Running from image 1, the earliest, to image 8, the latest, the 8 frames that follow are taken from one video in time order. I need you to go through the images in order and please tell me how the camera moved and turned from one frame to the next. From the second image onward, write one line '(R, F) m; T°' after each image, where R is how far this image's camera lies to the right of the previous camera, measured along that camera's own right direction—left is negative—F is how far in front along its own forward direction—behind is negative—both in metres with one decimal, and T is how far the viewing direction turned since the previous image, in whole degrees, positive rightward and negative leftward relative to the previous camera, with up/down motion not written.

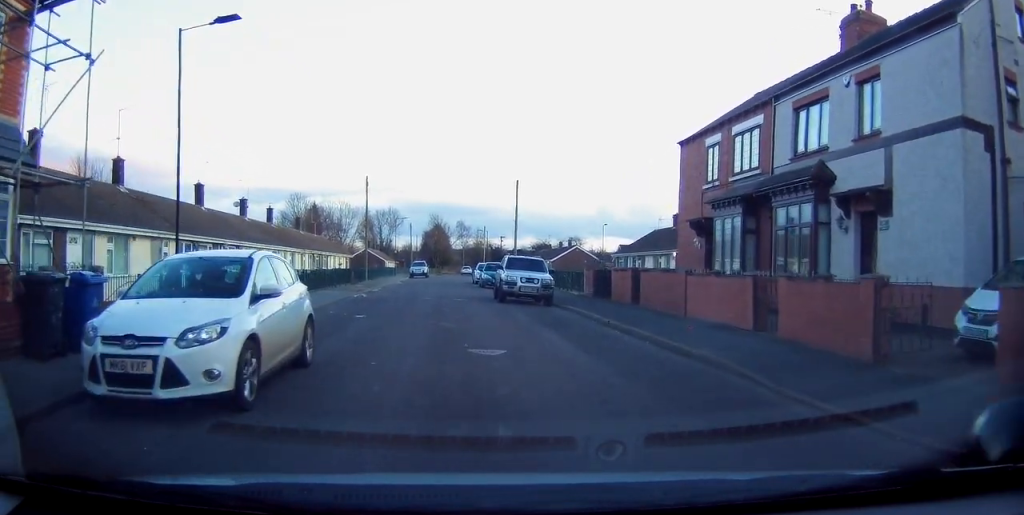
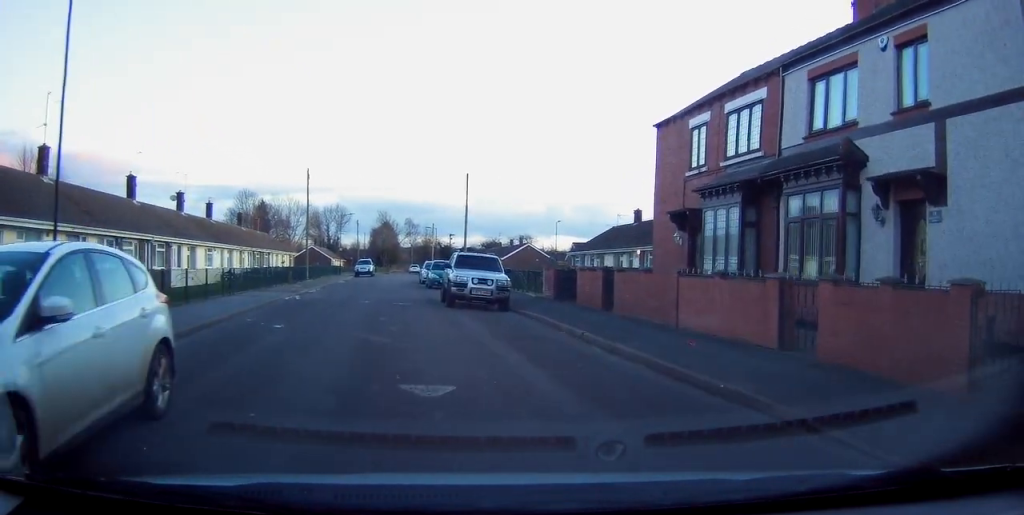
(0.0, +3.1) m; +2°
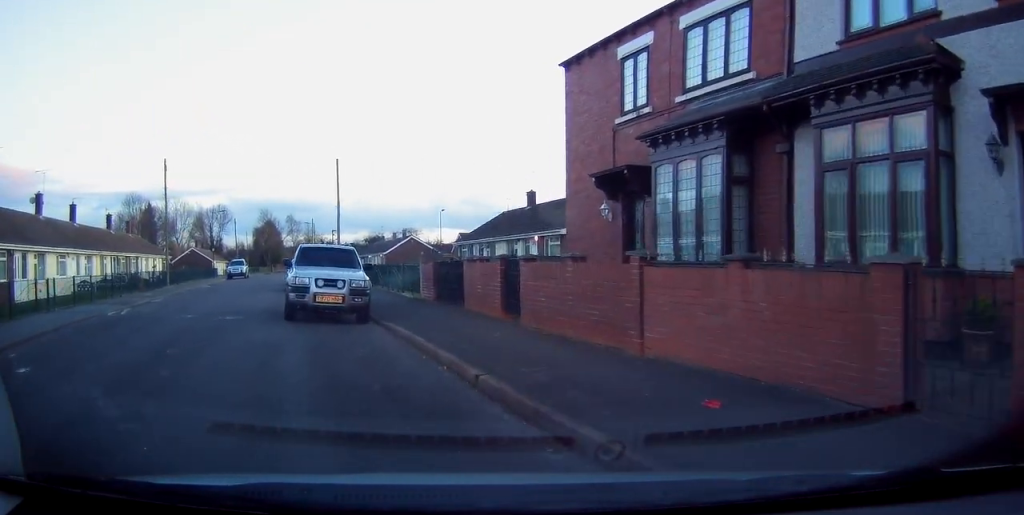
(+0.6, +5.8) m; +8°
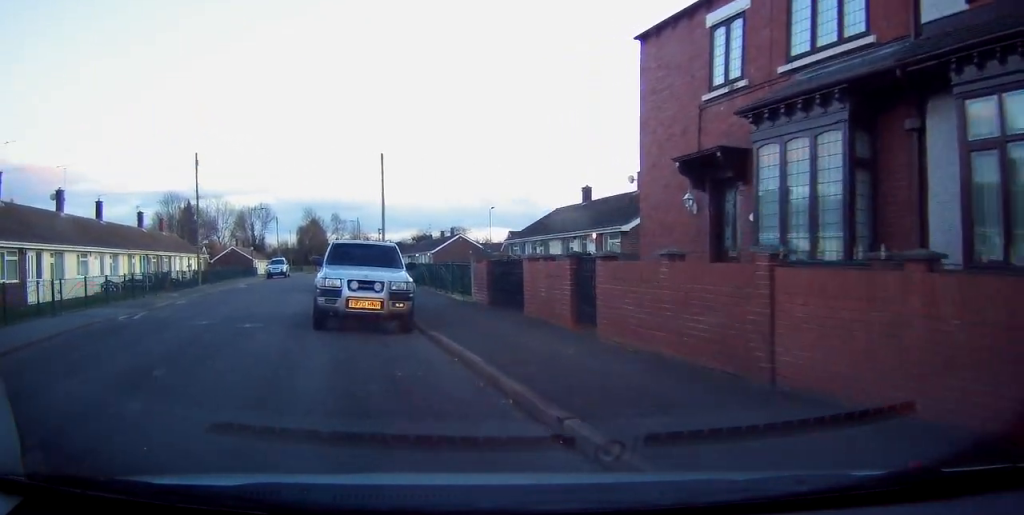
(+0.2, +2.2) m; +1°
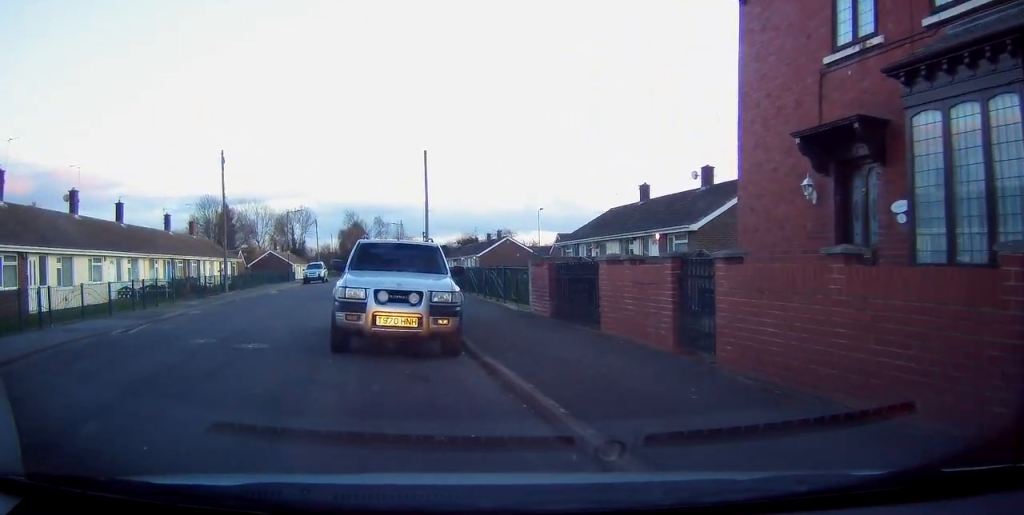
(-0.2, +2.6) m; -6°
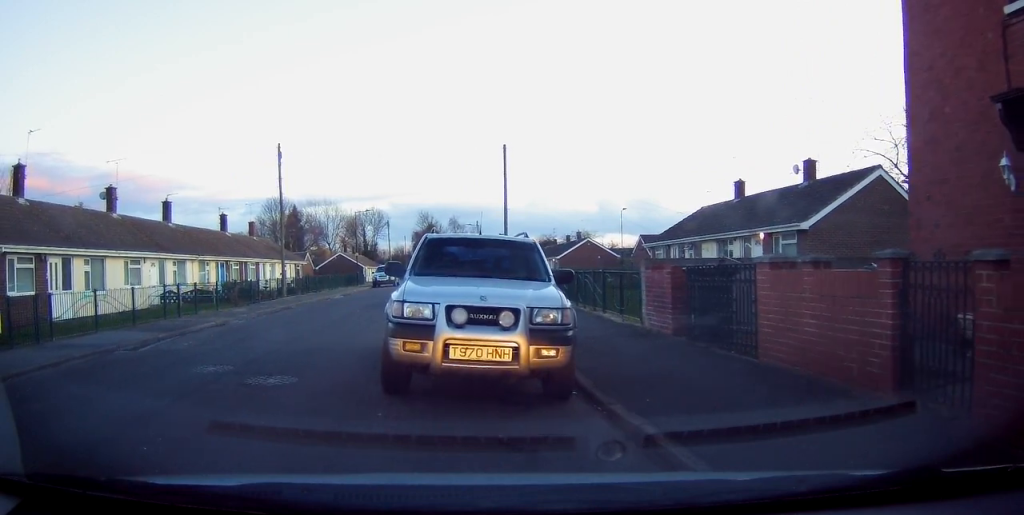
(-0.1, +2.7) m; -7°
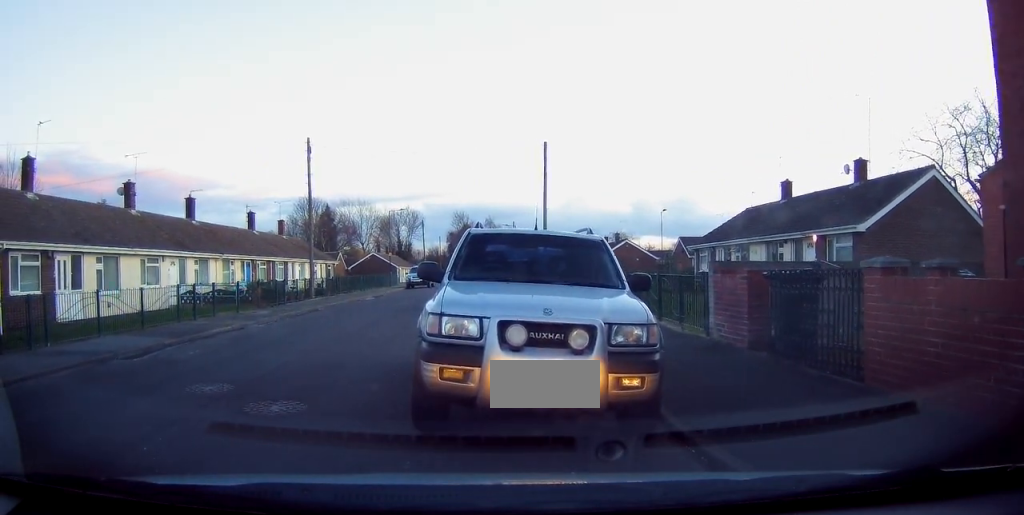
(-0.2, +1.6) m; -1°
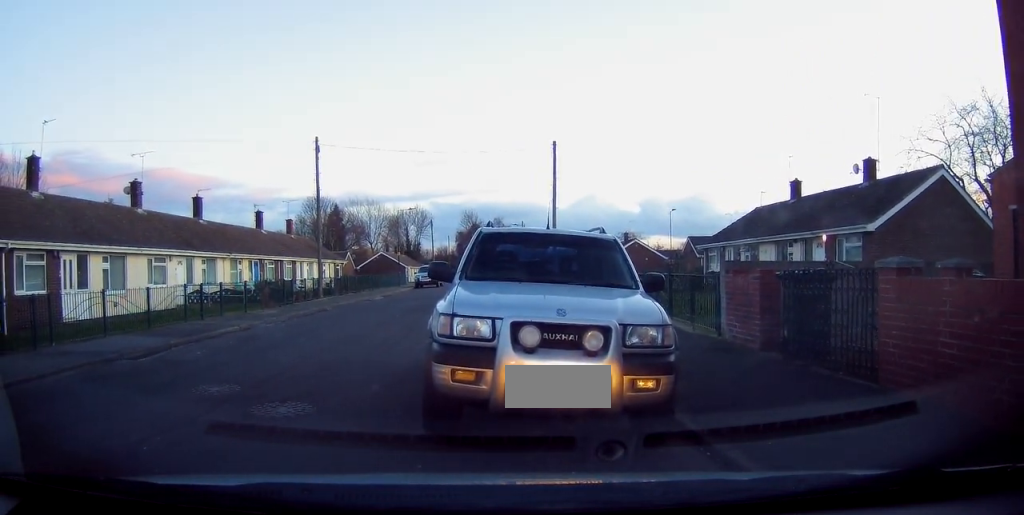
(-0.2, +0.2) m; 0°
